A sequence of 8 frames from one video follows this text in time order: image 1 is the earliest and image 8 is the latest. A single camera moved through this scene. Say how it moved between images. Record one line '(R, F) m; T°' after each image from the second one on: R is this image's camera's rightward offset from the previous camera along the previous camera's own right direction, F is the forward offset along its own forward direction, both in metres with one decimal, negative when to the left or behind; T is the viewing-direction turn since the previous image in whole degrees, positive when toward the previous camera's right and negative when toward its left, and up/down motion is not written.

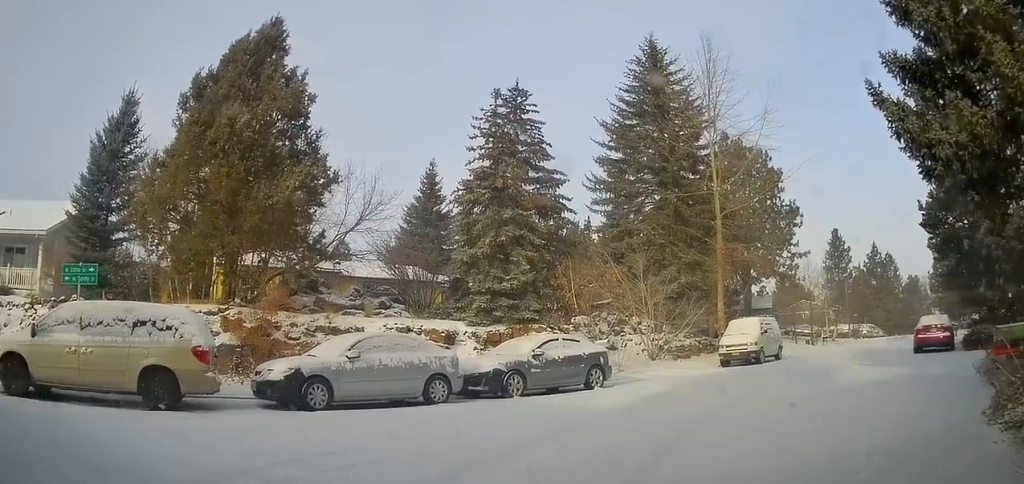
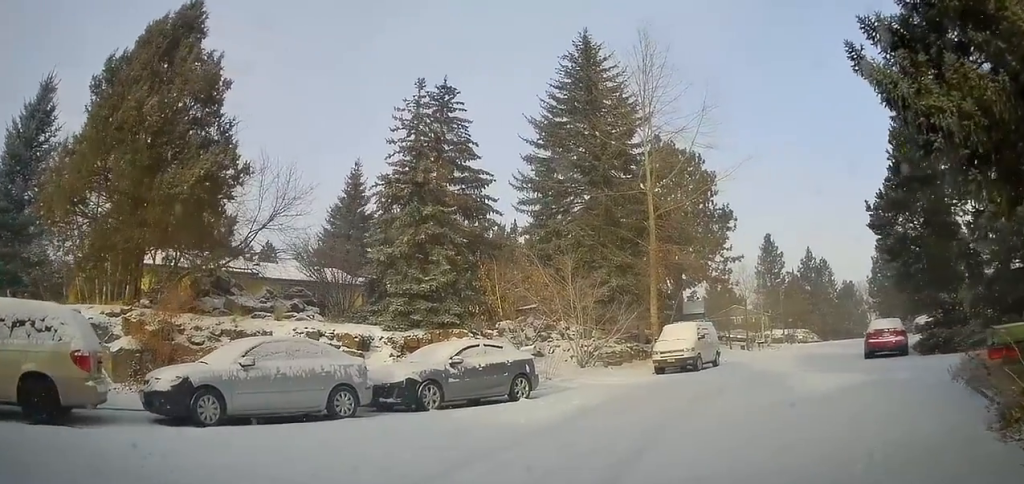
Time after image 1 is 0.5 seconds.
(+0.1, +1.3) m; +6°
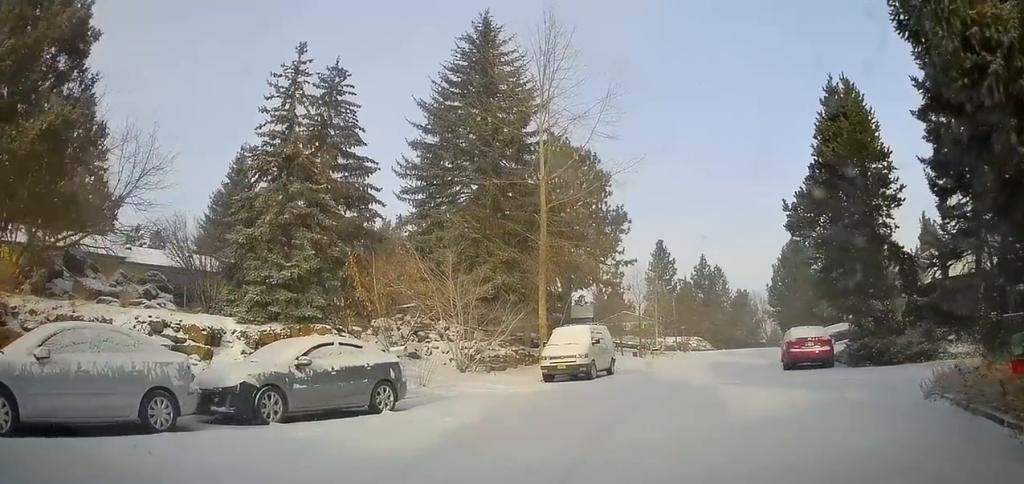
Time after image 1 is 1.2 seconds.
(0.0, +1.9) m; +5°
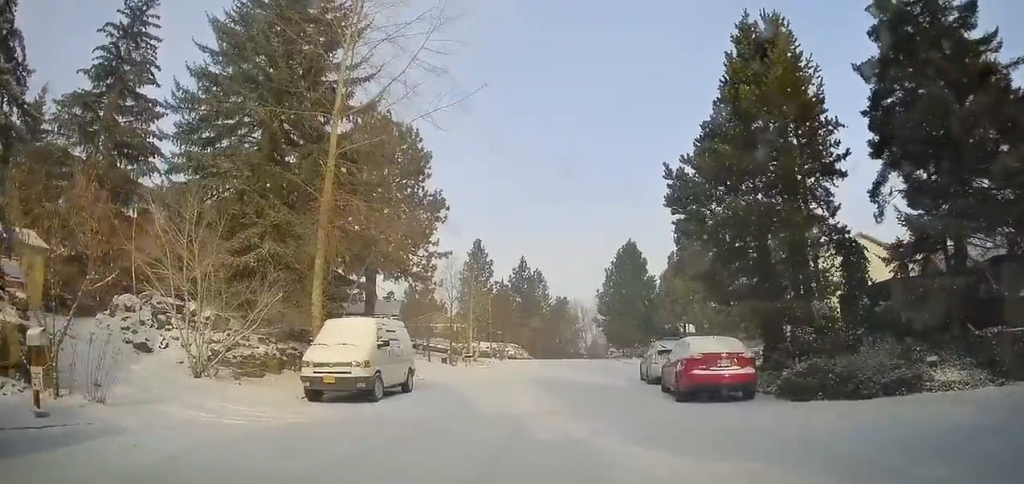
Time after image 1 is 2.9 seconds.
(+1.4, +5.2) m; +29°
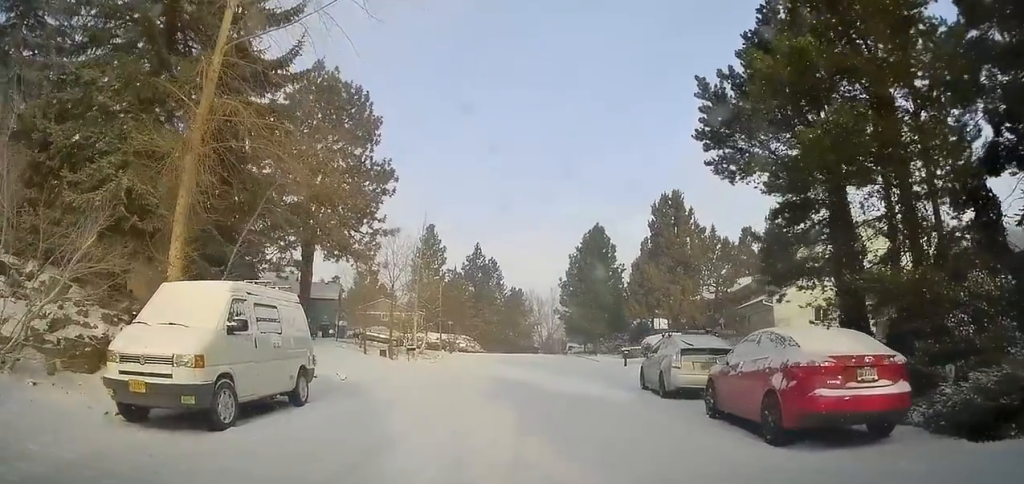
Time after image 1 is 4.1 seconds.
(+0.7, +4.7) m; +4°
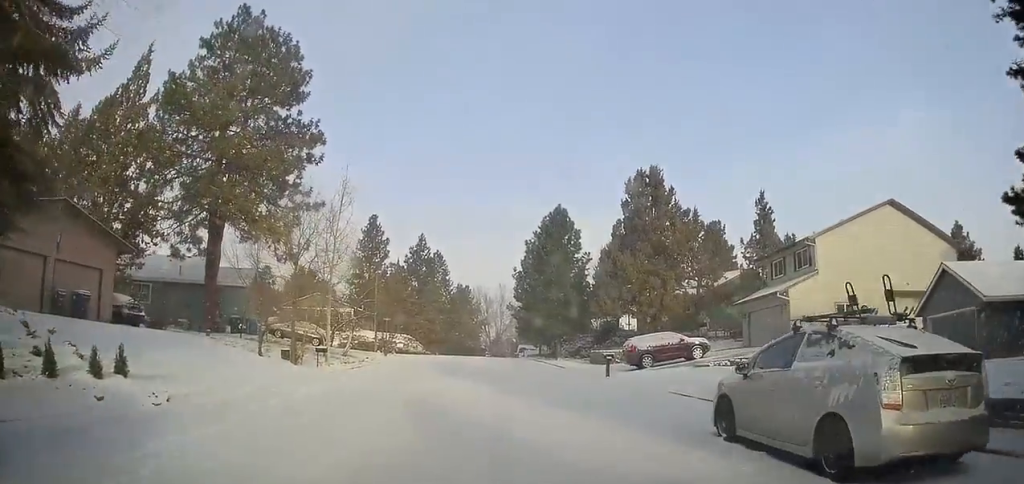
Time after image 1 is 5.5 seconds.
(-0.1, +6.6) m; +6°
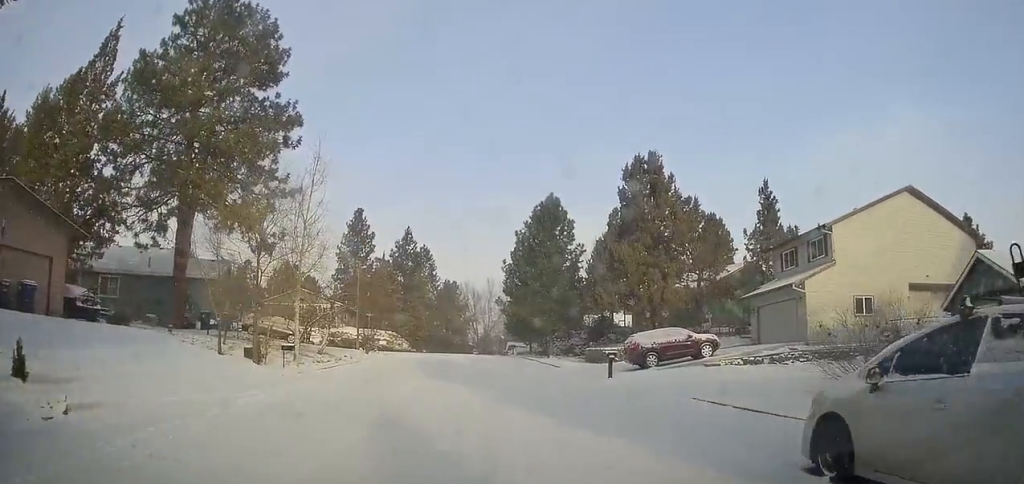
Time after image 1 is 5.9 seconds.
(+0.3, +2.4) m; +2°
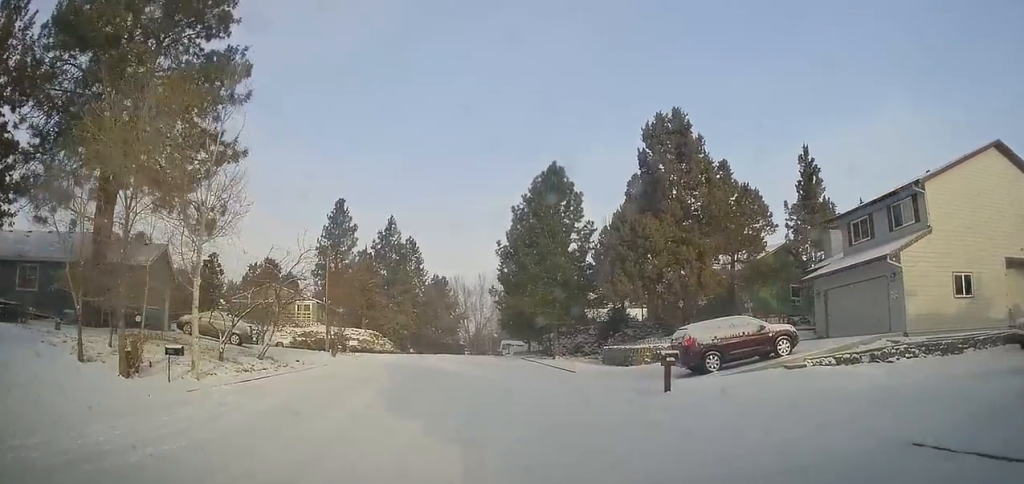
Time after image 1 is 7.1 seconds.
(-0.1, +6.8) m; +5°
